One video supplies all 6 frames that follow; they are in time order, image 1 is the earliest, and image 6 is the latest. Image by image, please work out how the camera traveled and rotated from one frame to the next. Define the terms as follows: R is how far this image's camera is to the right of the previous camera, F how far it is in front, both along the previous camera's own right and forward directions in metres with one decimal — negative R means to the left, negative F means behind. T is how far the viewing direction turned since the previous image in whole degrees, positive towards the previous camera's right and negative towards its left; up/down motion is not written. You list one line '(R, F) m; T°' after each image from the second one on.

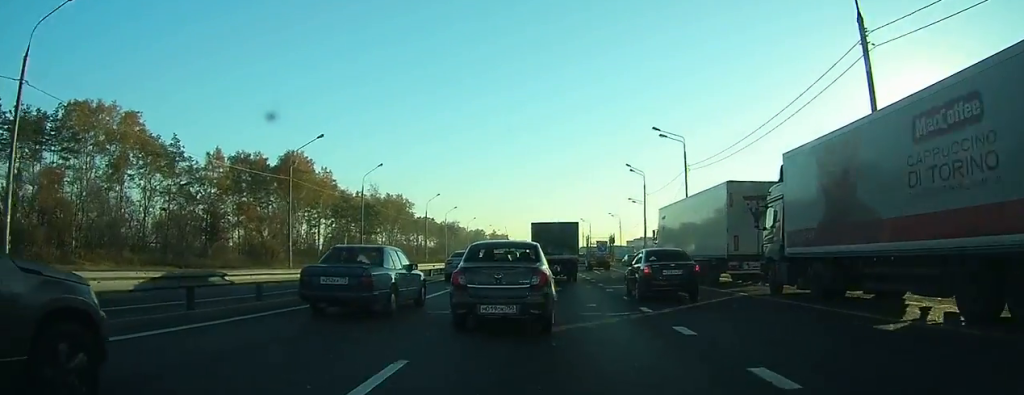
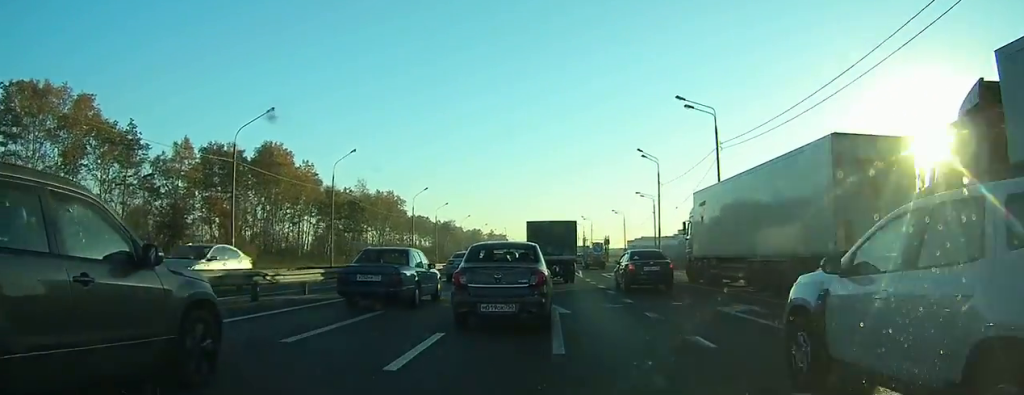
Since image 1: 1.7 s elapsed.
(+0.1, +9.5) m; 0°
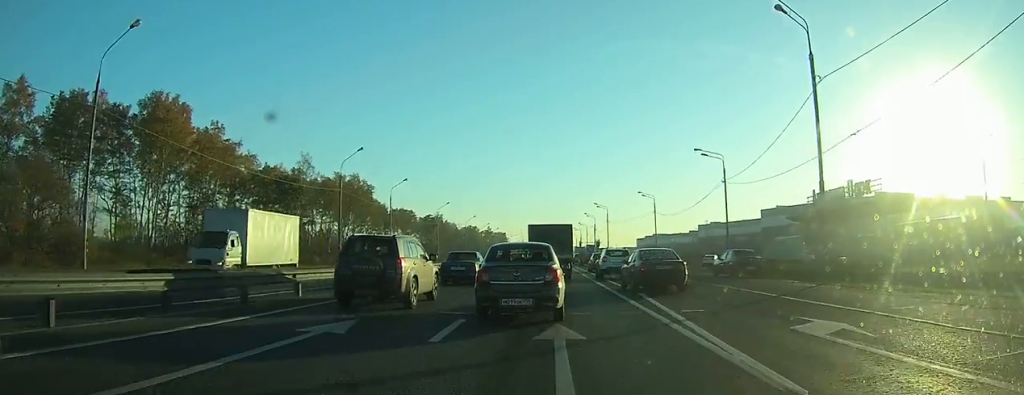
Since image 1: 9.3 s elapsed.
(+0.4, +36.8) m; -1°
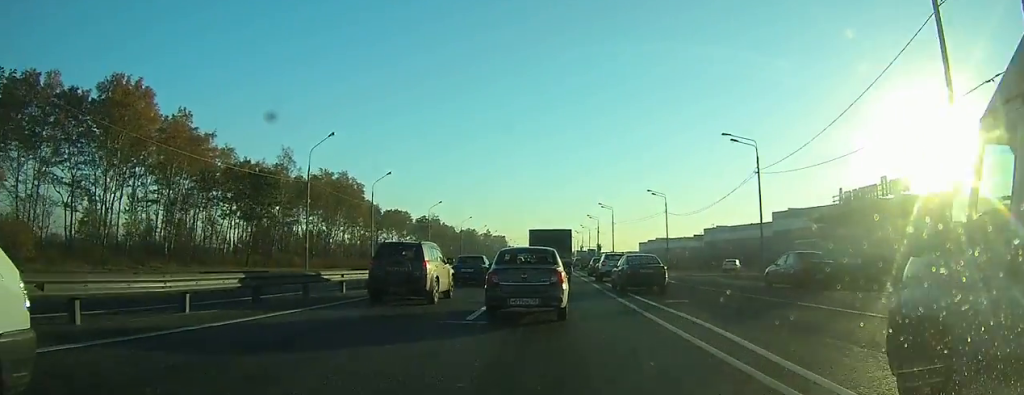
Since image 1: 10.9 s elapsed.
(0.0, +8.2) m; -1°
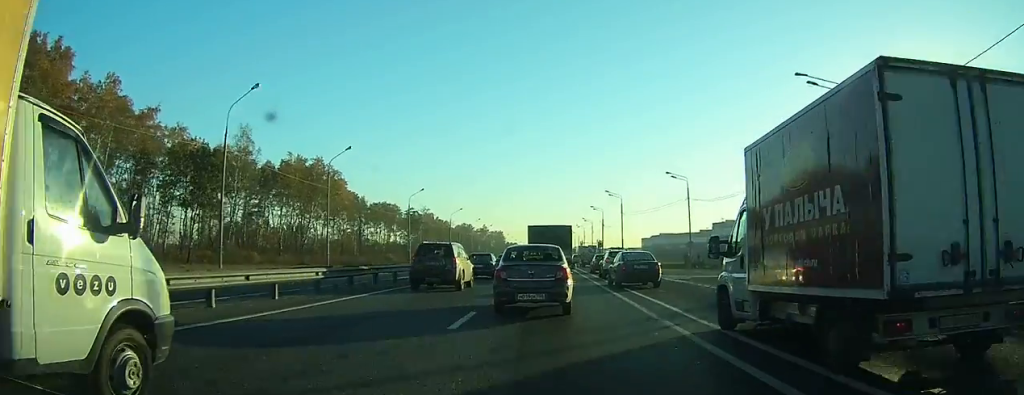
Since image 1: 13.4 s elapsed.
(-0.1, +13.7) m; 0°
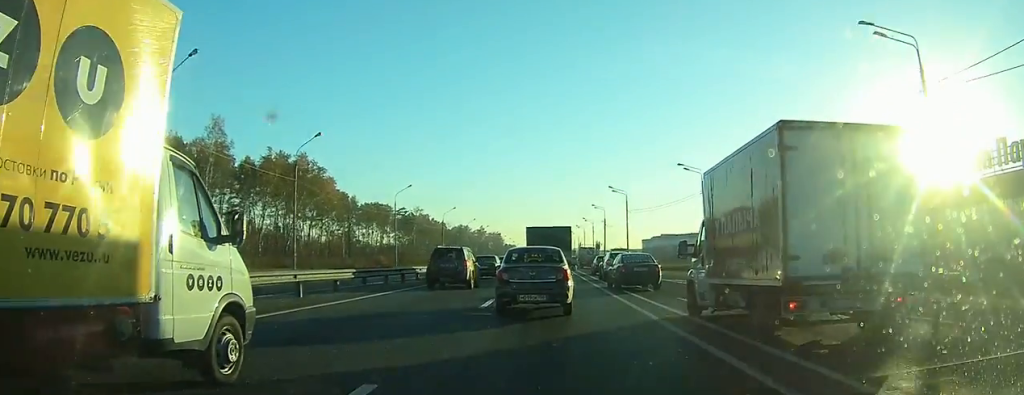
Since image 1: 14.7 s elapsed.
(0.0, +7.5) m; +1°
